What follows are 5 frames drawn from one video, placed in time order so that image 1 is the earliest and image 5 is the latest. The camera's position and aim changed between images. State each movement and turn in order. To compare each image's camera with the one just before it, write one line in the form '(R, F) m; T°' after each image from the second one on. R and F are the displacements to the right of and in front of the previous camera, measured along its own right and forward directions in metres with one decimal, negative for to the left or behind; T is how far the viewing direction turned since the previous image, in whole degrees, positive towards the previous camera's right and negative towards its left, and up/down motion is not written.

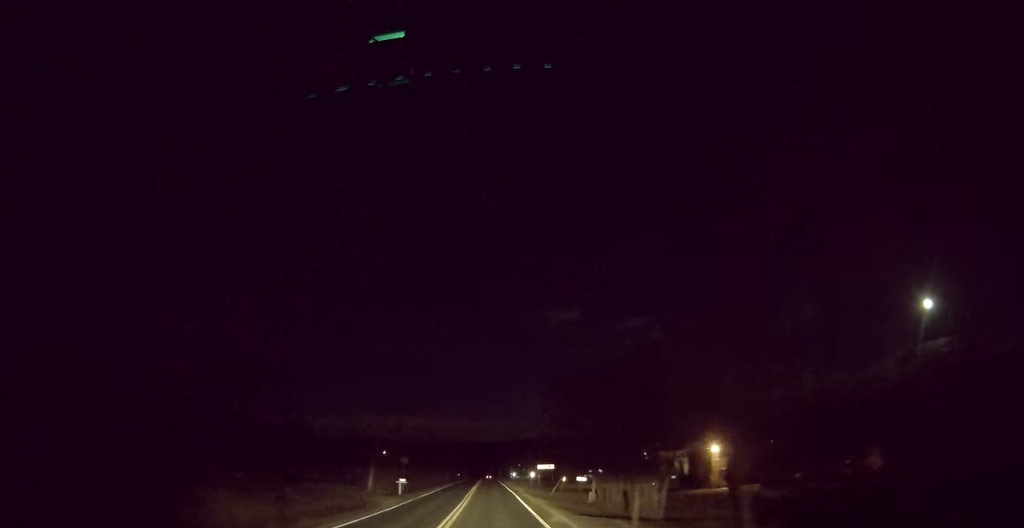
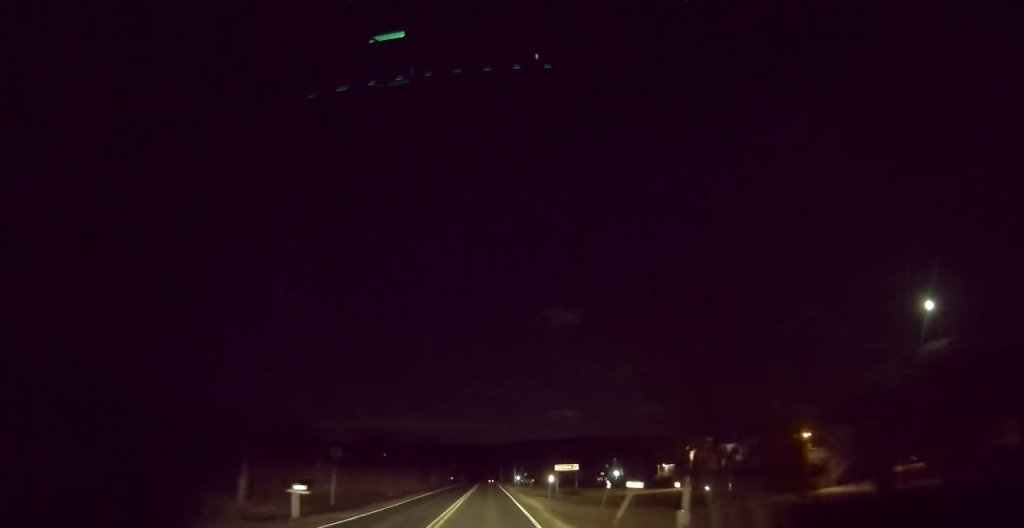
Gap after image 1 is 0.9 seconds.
(+0.1, +22.4) m; 0°
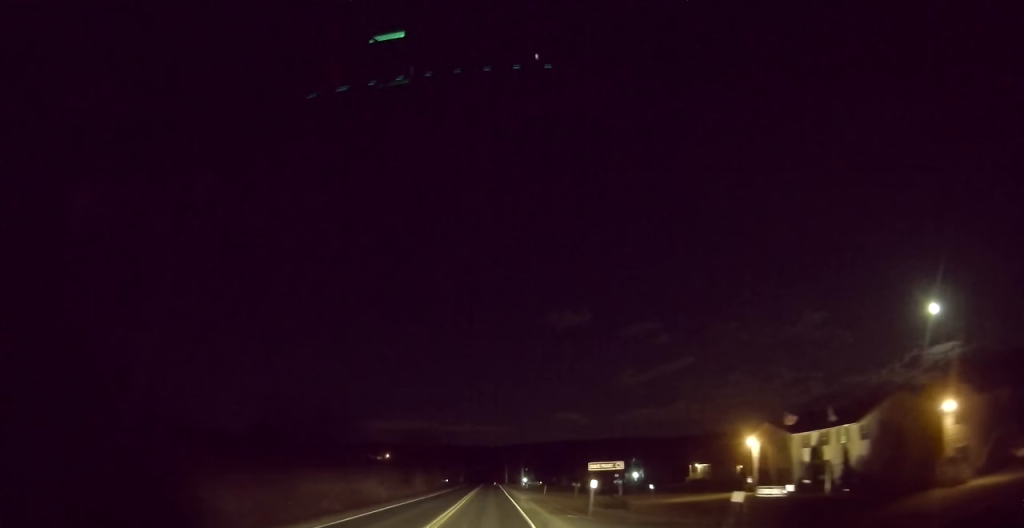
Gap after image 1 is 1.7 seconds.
(-0.1, +18.3) m; 0°
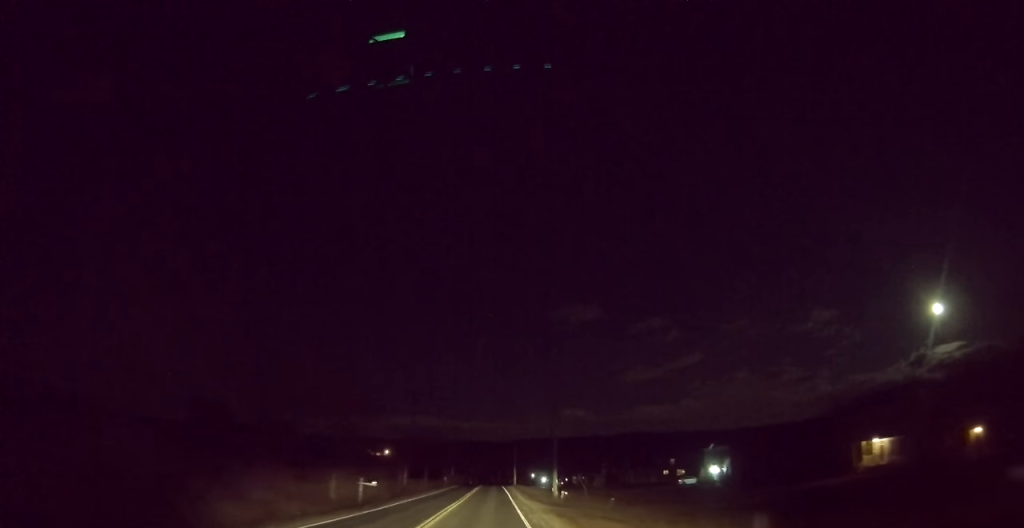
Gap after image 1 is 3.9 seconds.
(+0.1, +53.3) m; -1°
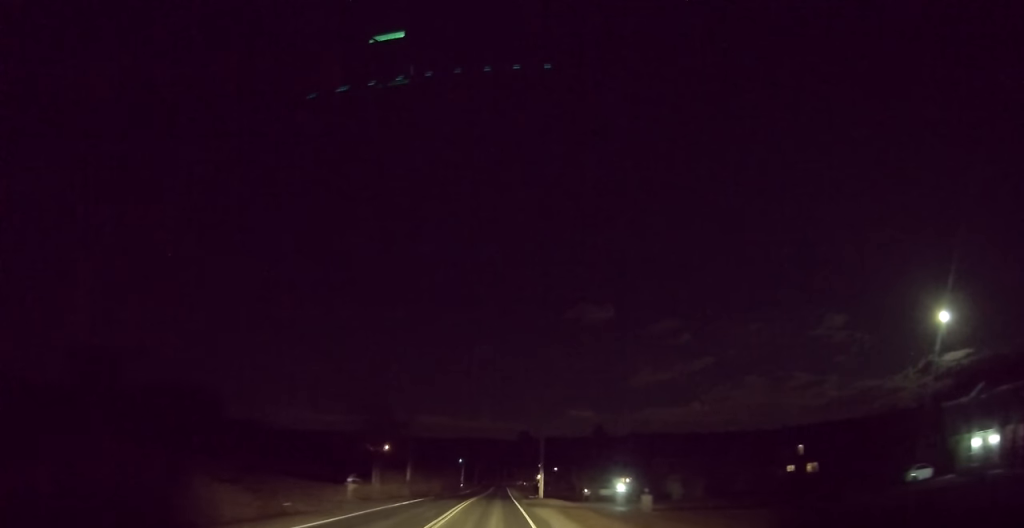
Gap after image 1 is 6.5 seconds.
(-0.2, +61.4) m; 0°
